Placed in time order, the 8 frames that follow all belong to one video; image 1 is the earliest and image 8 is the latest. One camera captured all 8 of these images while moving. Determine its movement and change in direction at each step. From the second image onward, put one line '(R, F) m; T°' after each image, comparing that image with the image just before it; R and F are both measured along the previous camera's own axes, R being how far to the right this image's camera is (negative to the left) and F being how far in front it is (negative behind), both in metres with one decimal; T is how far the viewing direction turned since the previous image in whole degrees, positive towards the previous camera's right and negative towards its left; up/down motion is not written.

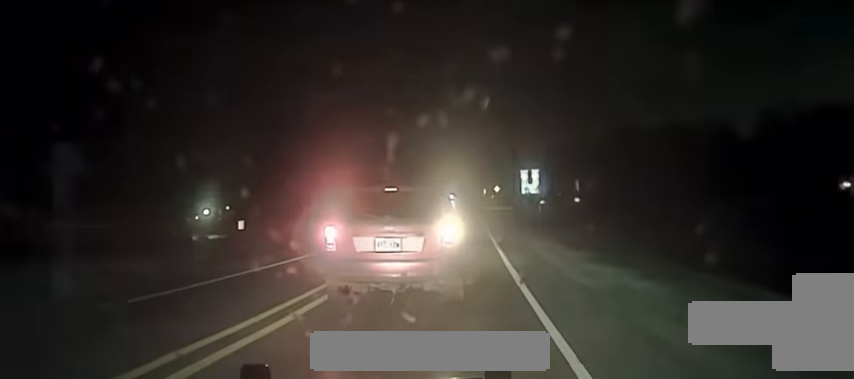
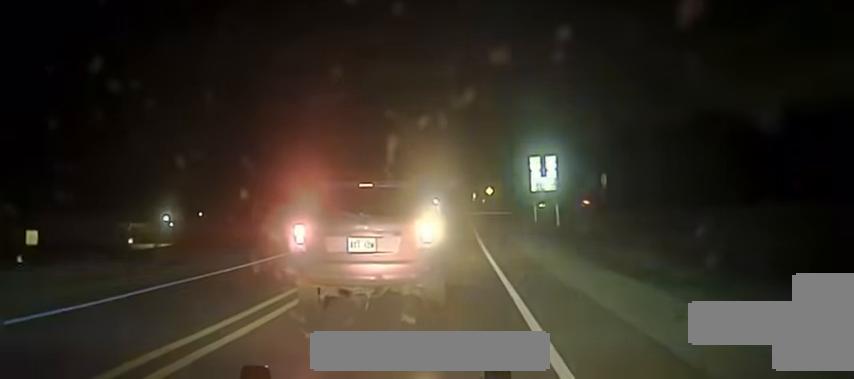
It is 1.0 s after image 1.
(+0.4, +21.5) m; +1°
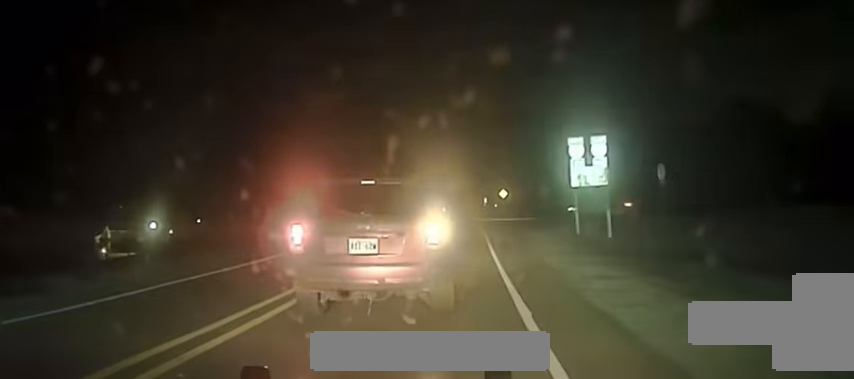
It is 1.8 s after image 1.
(0.0, +15.1) m; 0°
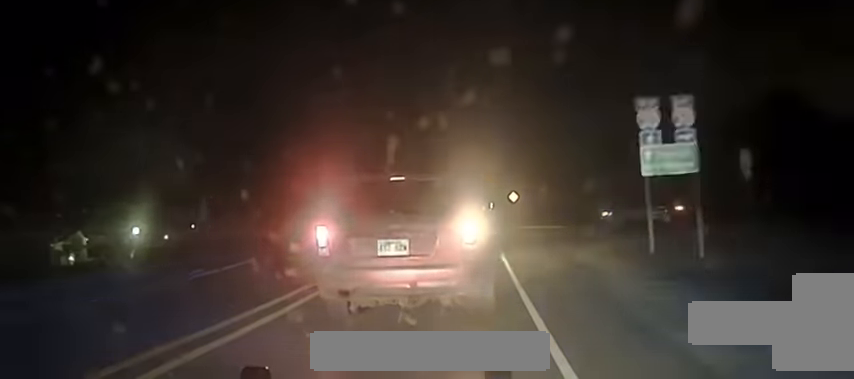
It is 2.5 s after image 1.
(0.0, +13.1) m; +2°
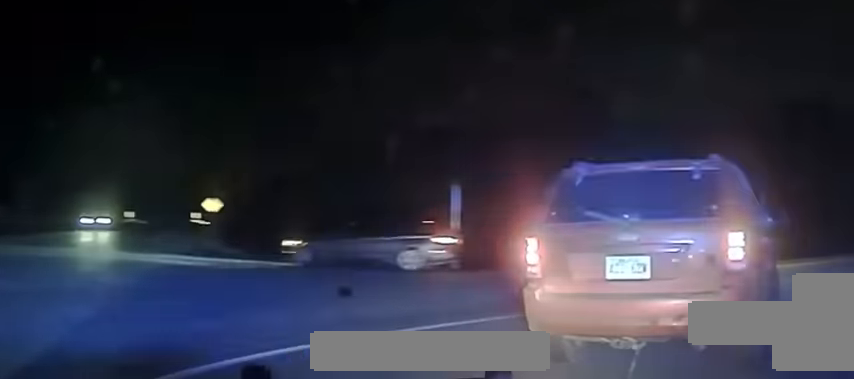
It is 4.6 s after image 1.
(+3.0, +25.2) m; +25°
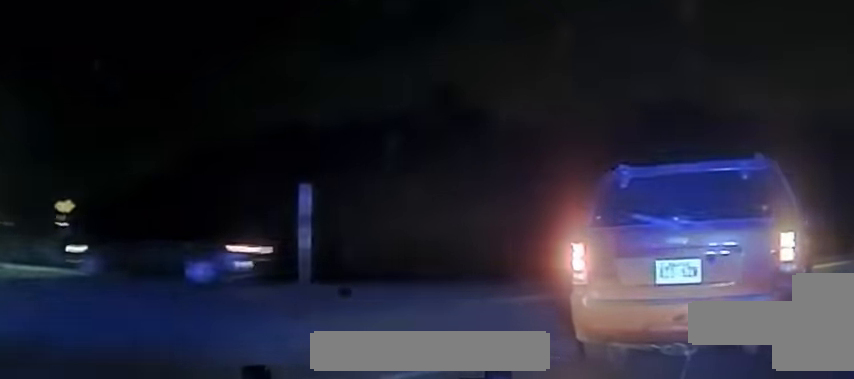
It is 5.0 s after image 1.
(+0.1, +4.0) m; +10°
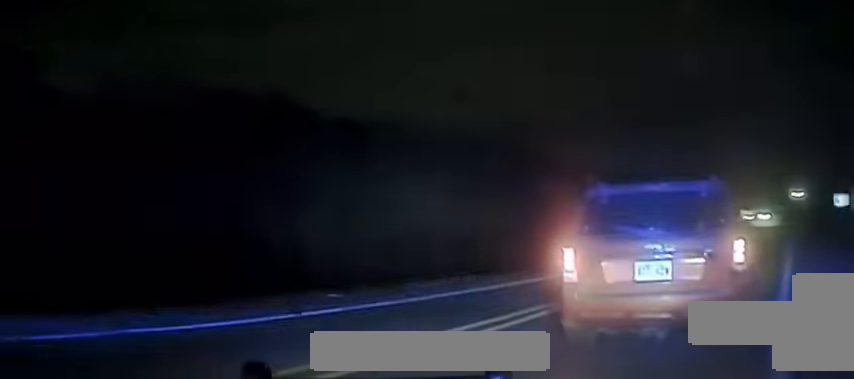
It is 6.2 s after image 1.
(+2.7, +9.1) m; +30°
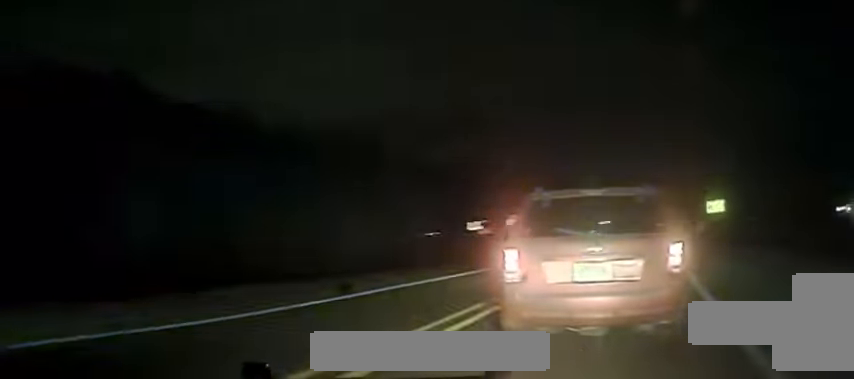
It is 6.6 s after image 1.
(+0.5, +3.9) m; +9°
